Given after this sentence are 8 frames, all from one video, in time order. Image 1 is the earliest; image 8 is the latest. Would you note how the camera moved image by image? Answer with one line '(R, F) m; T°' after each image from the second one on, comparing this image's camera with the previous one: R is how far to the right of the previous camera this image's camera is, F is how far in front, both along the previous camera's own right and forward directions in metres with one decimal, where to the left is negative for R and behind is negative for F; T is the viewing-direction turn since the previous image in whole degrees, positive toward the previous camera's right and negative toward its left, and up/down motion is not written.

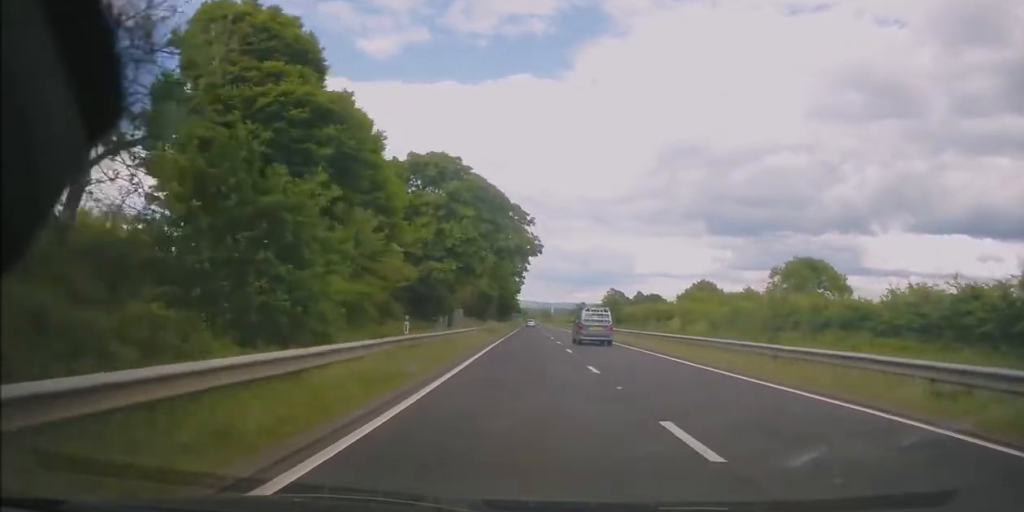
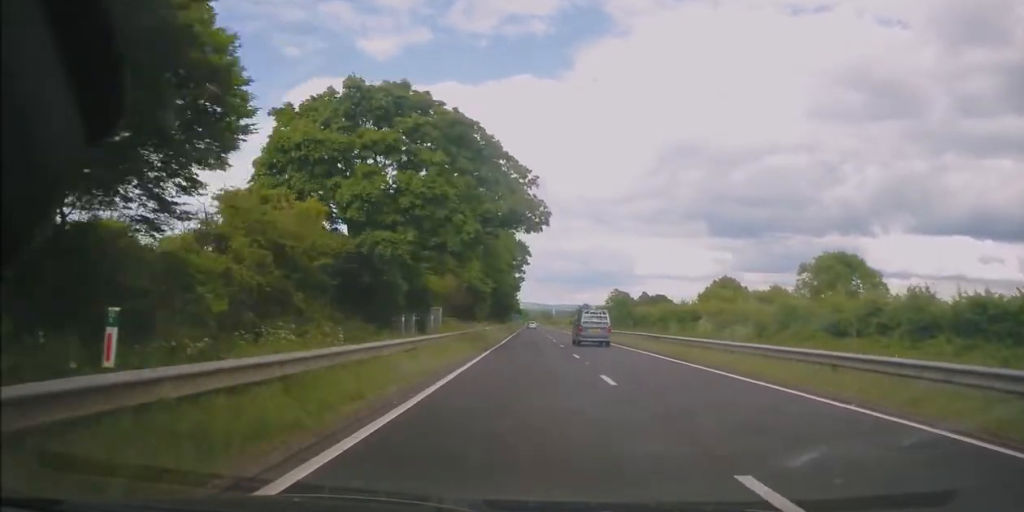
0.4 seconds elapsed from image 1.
(-0.1, +12.0) m; 0°
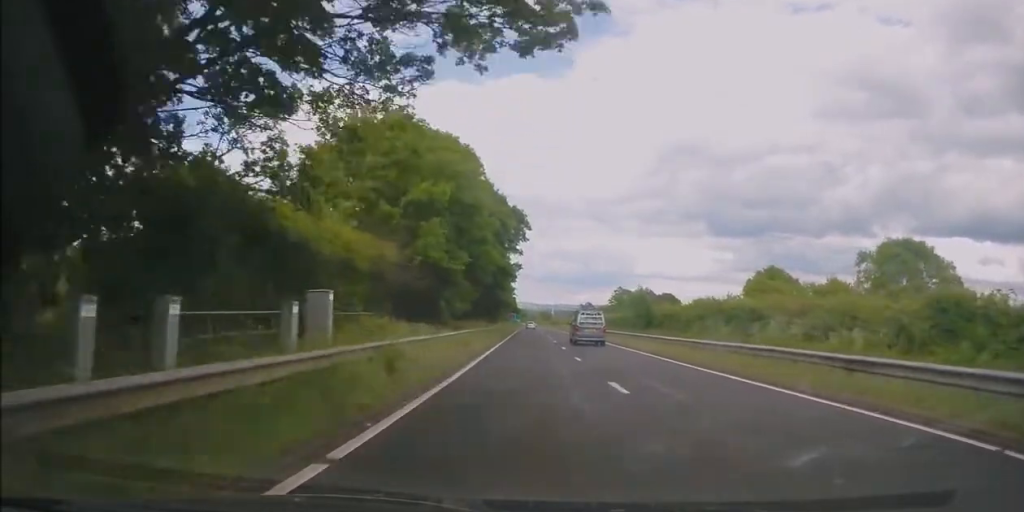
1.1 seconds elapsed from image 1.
(+0.1, +21.1) m; 0°
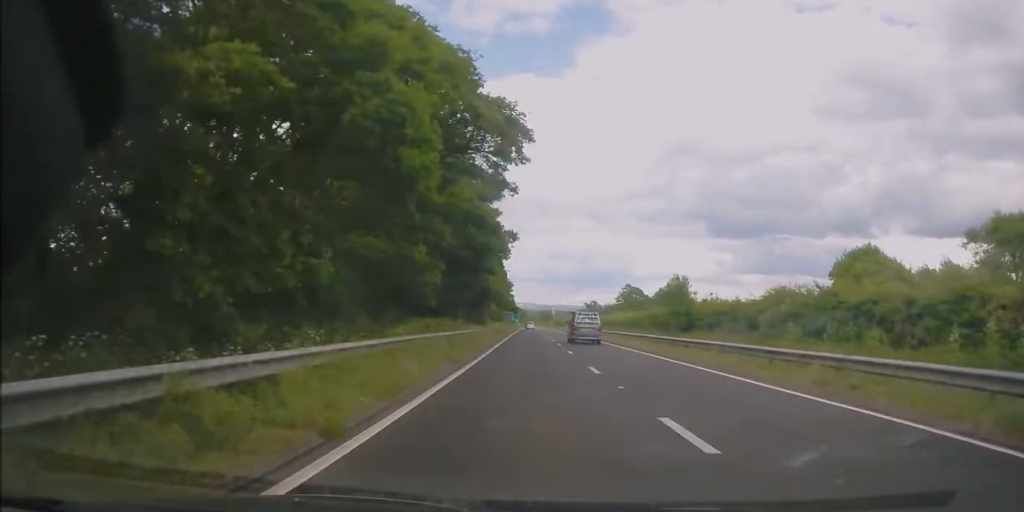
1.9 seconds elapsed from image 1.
(+0.1, +24.1) m; 0°
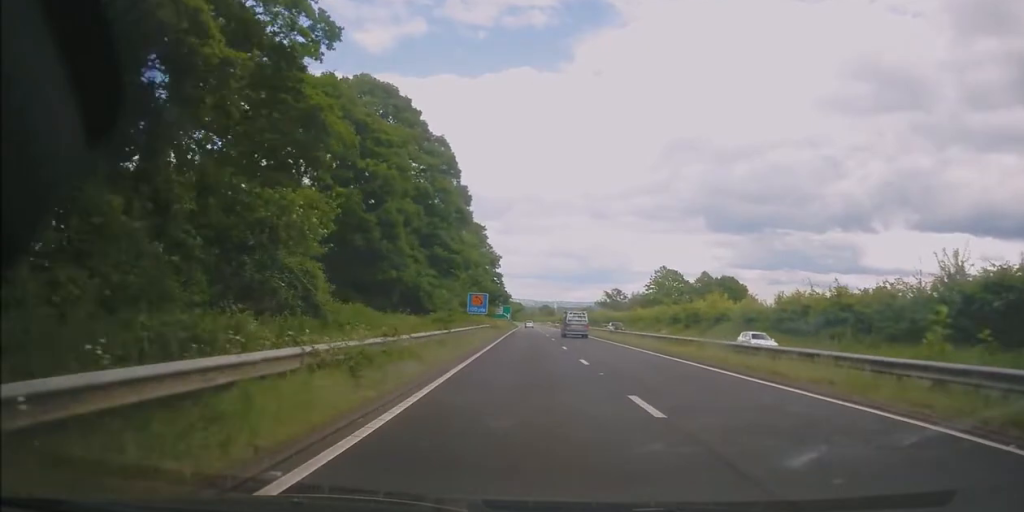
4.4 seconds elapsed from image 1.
(-0.2, +75.2) m; 0°
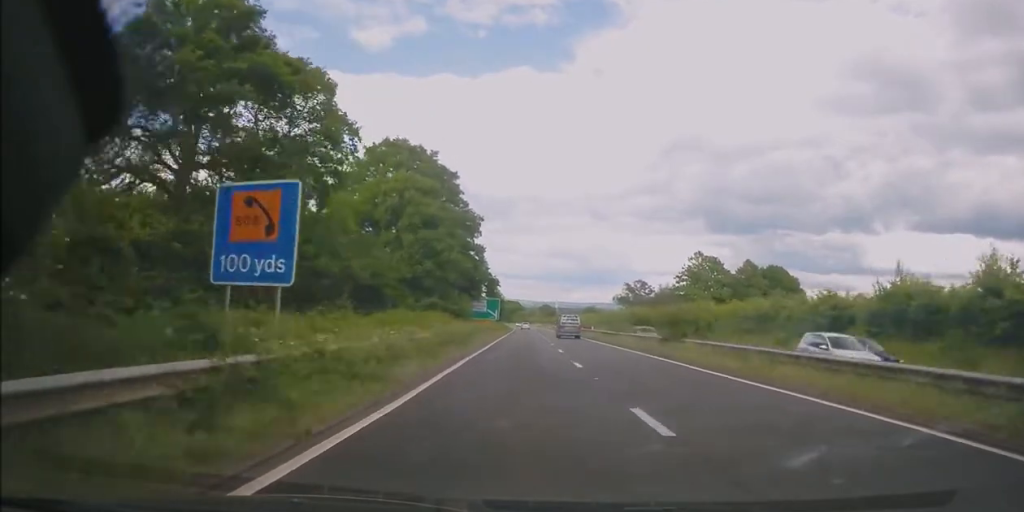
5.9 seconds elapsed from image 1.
(+0.1, +44.0) m; 0°
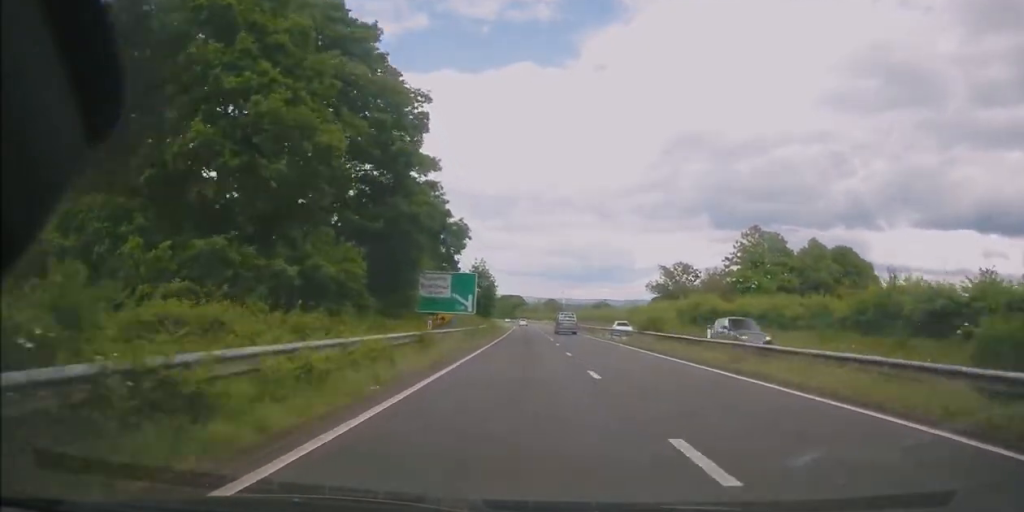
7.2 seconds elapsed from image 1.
(-0.2, +38.7) m; -1°
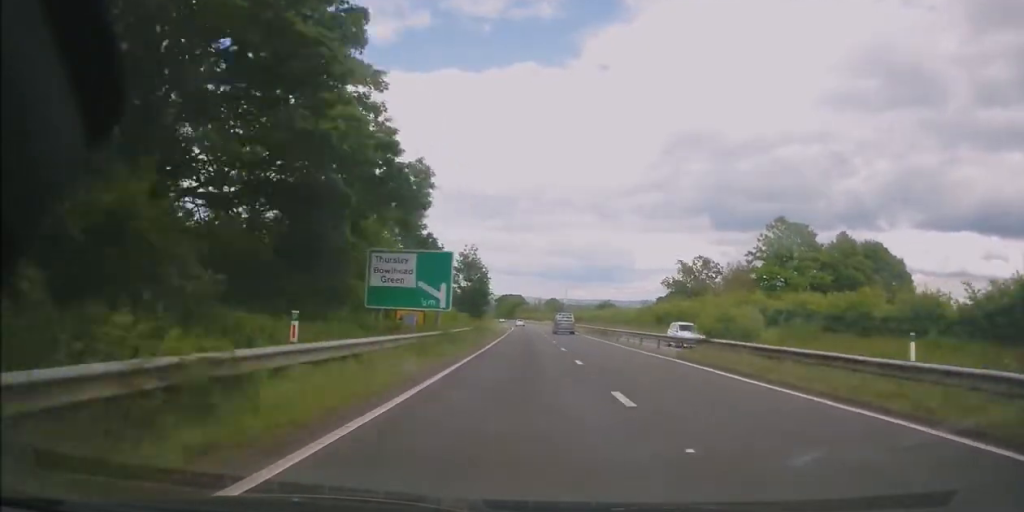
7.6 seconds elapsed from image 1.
(-0.3, +12.9) m; 0°
